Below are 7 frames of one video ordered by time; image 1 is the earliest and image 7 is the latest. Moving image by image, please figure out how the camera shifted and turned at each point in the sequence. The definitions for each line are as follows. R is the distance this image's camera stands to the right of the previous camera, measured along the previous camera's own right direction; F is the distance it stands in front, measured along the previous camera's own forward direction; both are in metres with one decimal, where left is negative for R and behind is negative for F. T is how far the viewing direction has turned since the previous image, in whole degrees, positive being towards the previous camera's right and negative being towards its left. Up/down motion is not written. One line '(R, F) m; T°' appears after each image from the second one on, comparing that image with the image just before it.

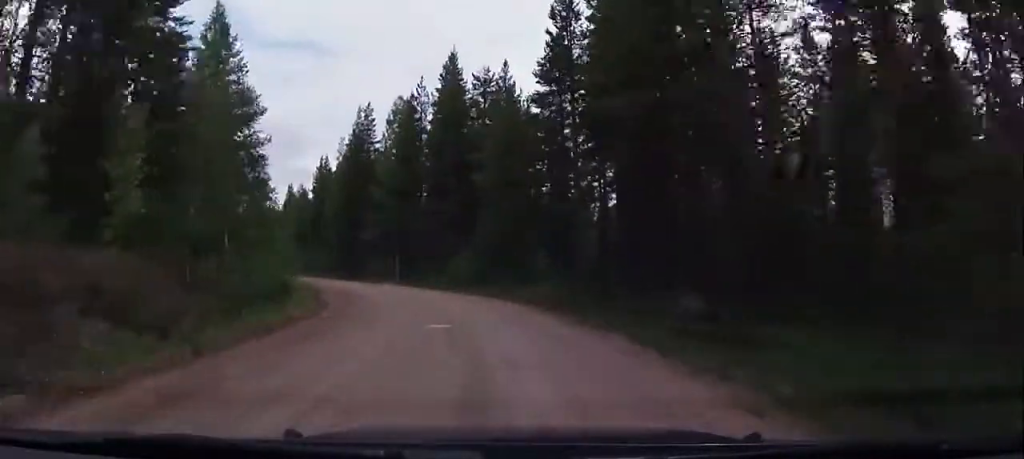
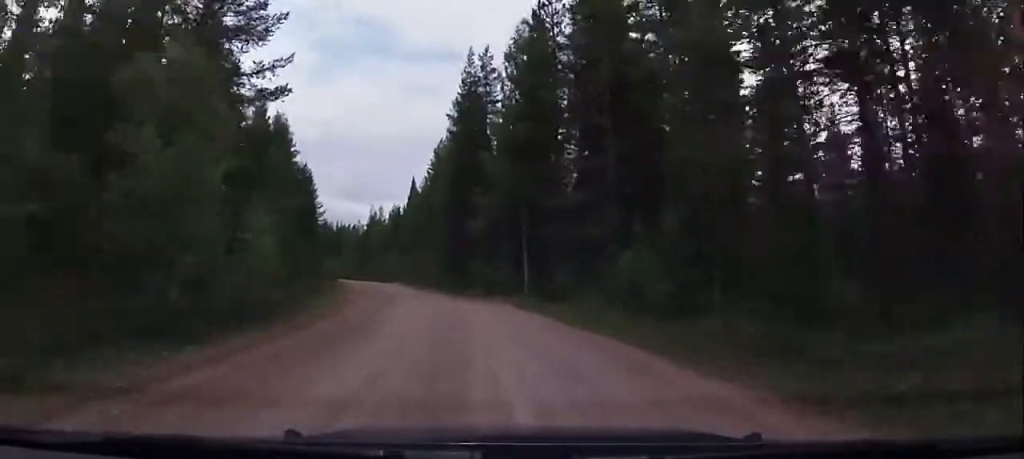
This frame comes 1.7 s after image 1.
(-1.2, +24.9) m; -7°
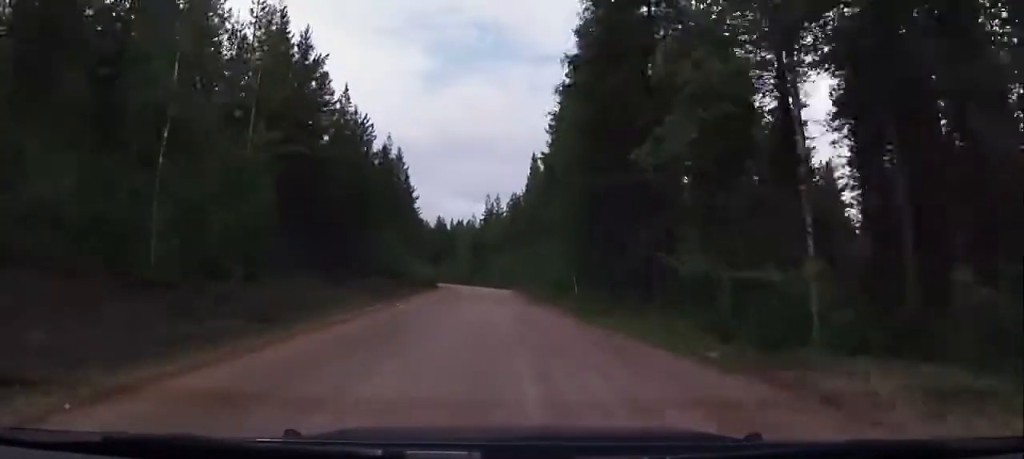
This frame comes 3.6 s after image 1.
(-2.4, +27.0) m; -11°
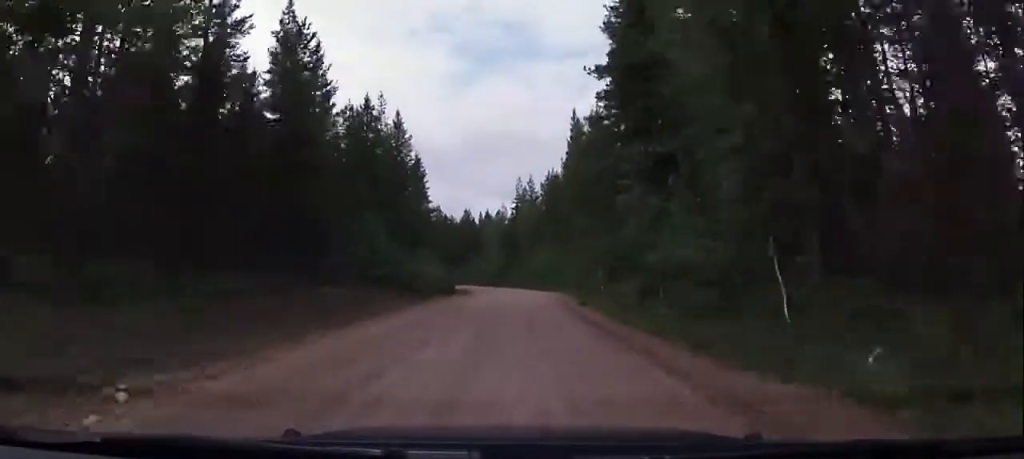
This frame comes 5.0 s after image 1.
(-1.5, +20.5) m; -6°
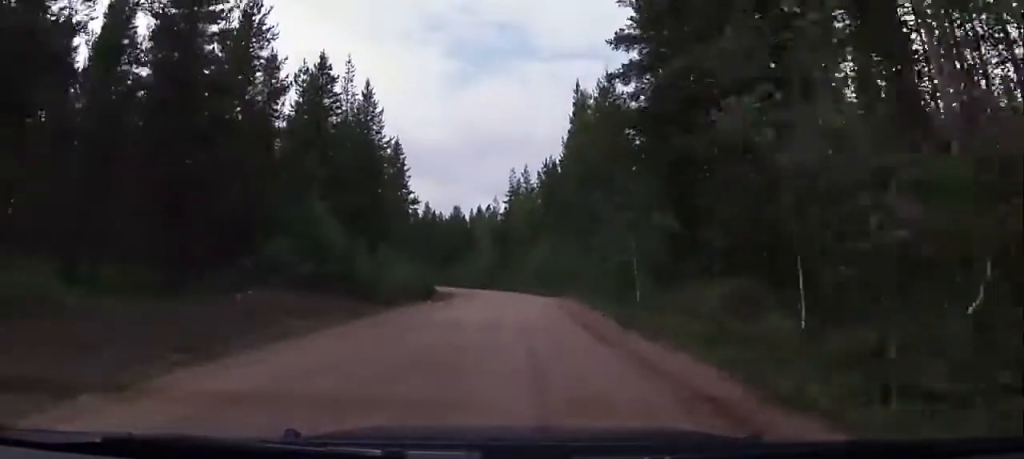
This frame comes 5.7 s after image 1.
(-0.2, +10.7) m; -2°
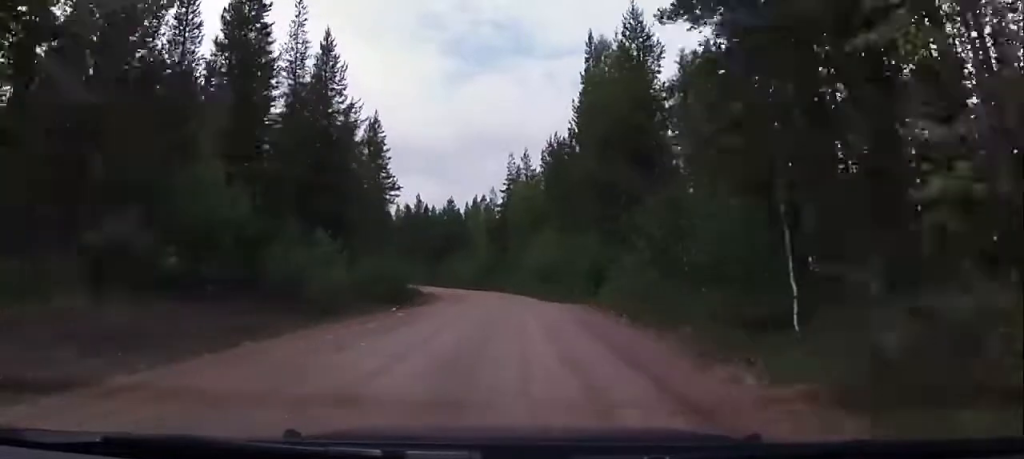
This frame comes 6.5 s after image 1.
(-0.2, +11.8) m; -1°
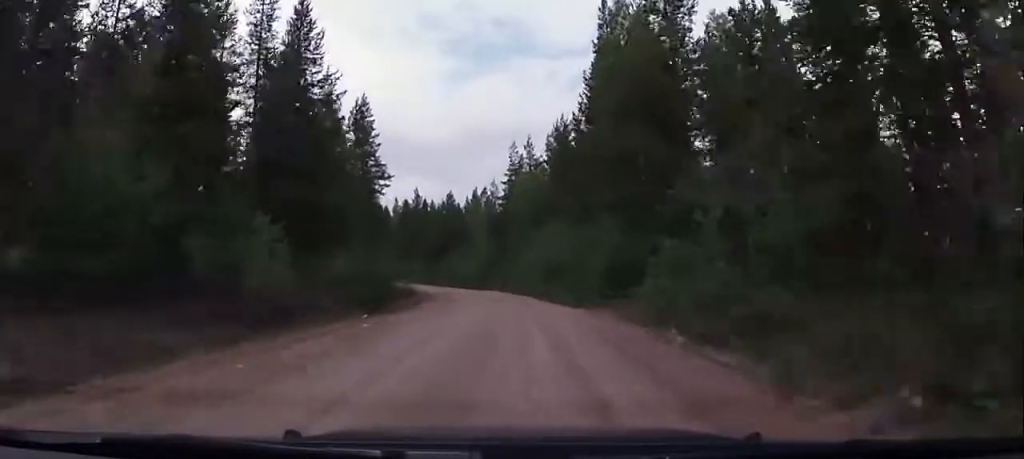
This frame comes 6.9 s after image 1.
(0.0, +6.7) m; 0°
